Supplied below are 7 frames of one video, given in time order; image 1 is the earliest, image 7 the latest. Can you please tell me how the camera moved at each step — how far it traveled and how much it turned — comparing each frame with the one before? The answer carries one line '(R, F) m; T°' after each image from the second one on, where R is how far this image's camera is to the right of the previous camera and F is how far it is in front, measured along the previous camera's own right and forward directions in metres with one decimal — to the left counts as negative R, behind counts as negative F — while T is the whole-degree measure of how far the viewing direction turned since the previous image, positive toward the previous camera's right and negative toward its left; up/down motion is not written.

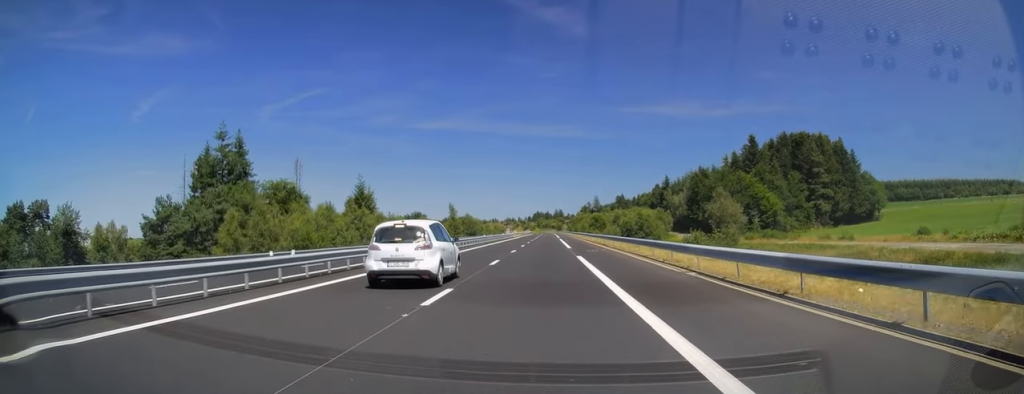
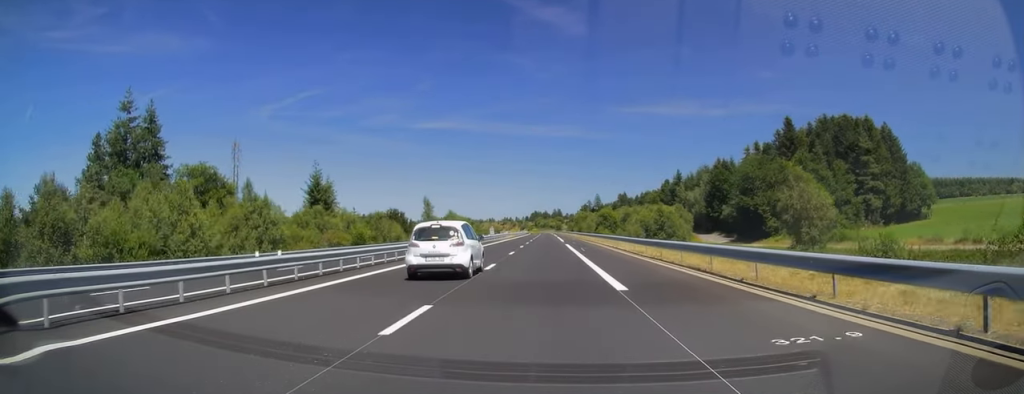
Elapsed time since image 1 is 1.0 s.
(+0.1, +29.2) m; 0°
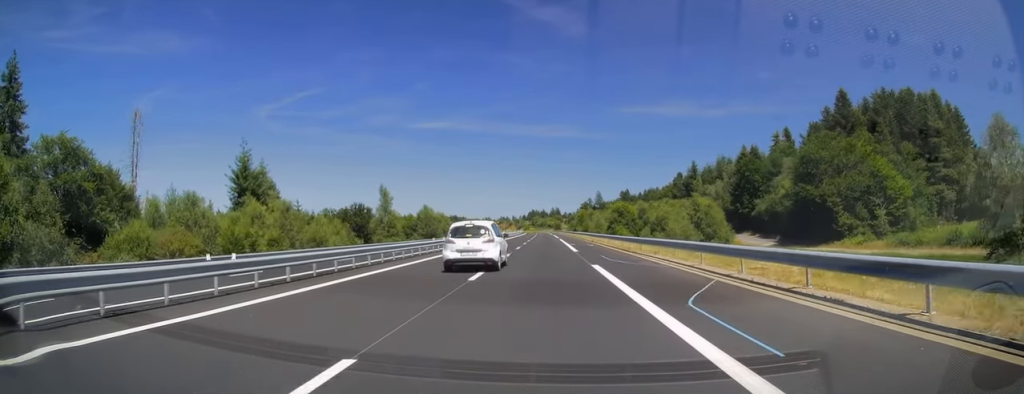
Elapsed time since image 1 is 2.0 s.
(0.0, +30.7) m; 0°
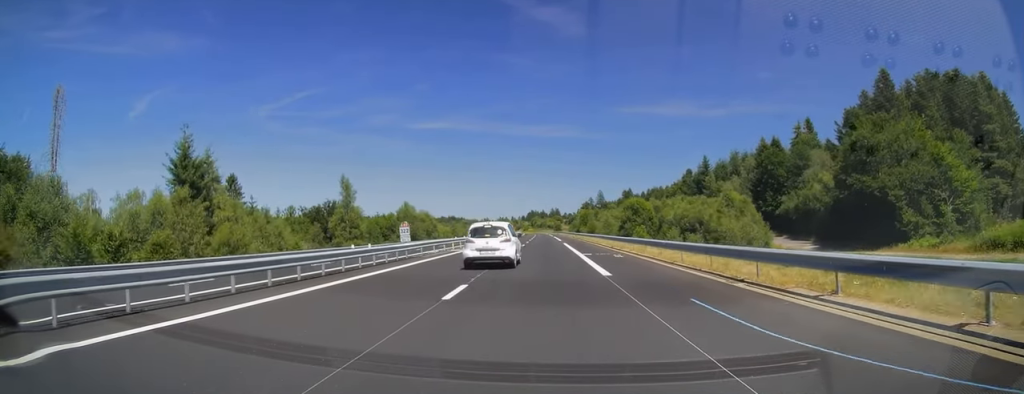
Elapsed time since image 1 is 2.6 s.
(0.0, +17.3) m; 0°
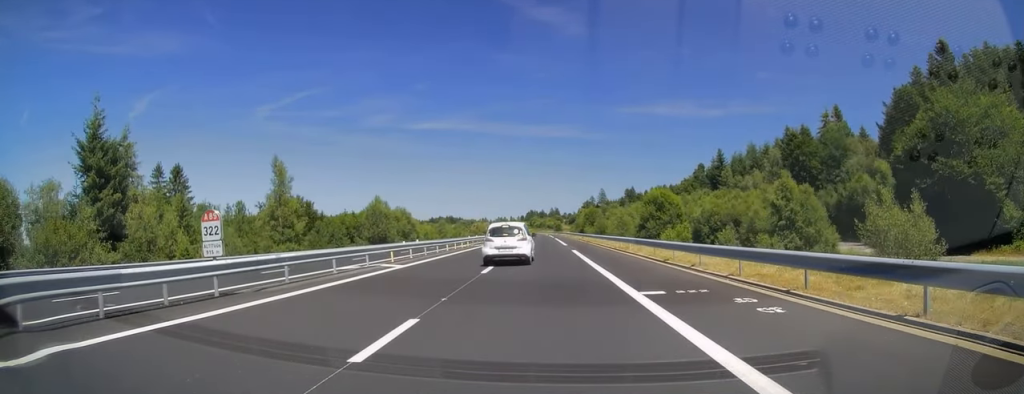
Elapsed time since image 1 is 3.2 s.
(0.0, +18.8) m; 0°
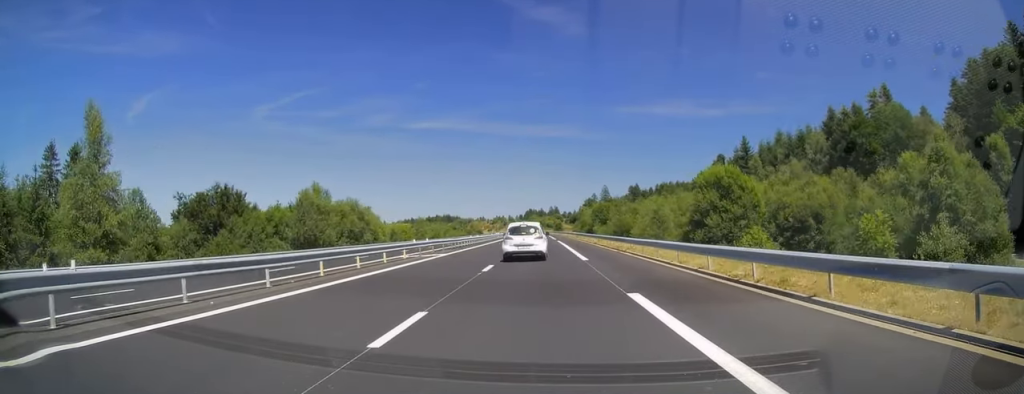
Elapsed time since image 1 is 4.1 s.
(0.0, +25.2) m; +1°
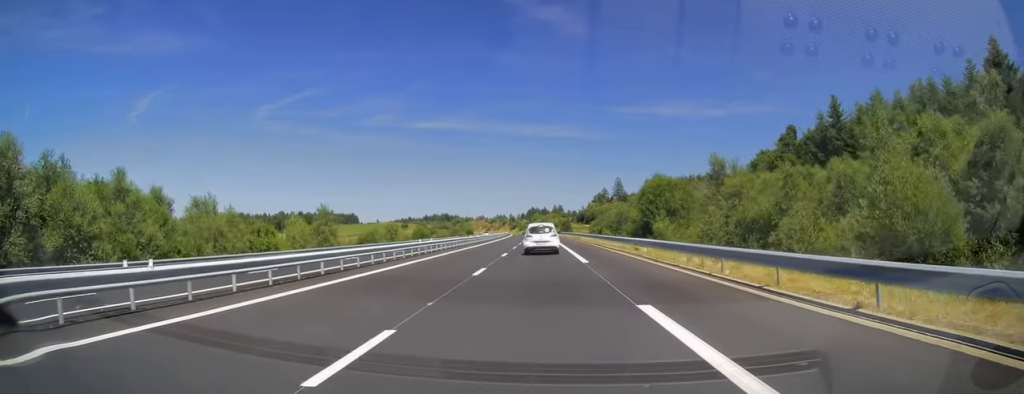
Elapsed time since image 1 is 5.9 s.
(+0.2, +53.8) m; 0°
